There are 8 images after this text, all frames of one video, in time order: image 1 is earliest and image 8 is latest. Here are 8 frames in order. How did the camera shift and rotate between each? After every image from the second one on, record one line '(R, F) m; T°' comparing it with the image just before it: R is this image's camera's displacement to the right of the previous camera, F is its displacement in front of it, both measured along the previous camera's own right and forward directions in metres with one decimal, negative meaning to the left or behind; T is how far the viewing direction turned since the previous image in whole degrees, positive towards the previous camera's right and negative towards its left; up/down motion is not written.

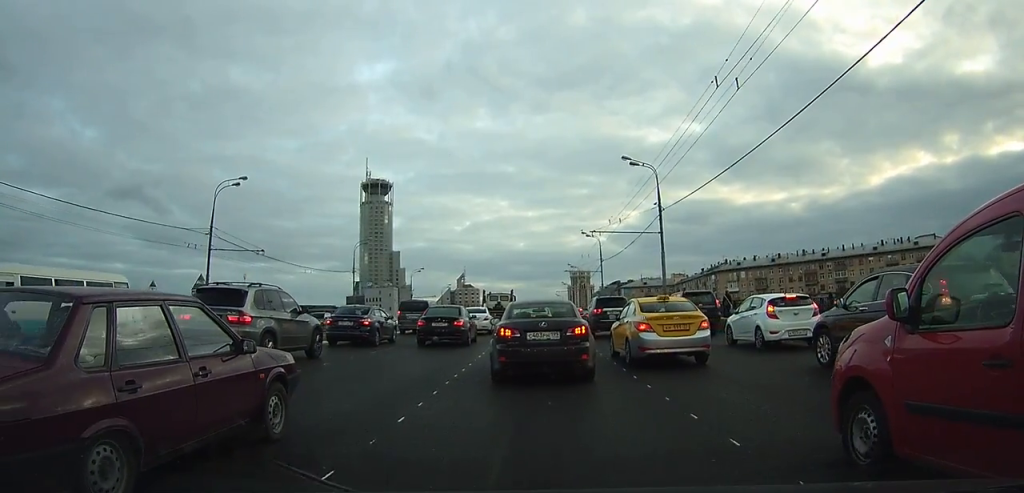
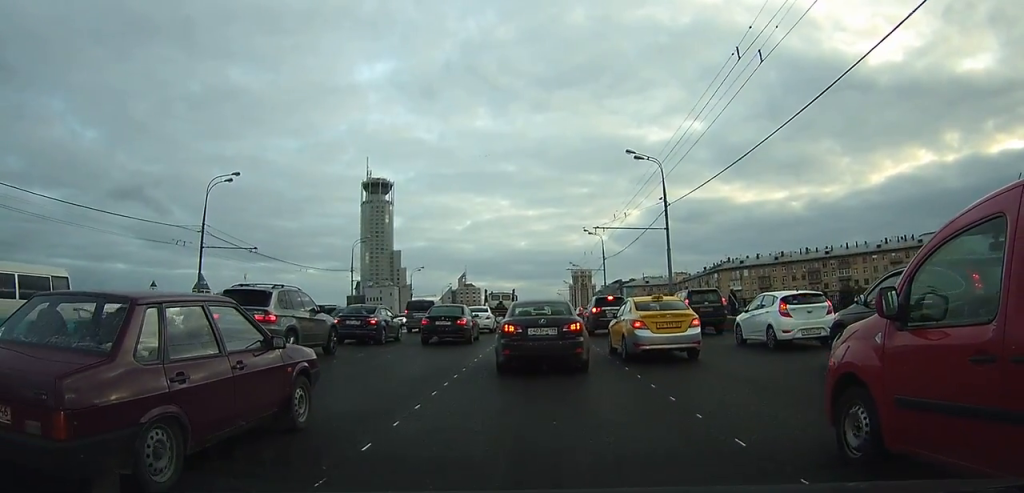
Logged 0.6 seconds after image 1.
(0.0, +1.6) m; +1°
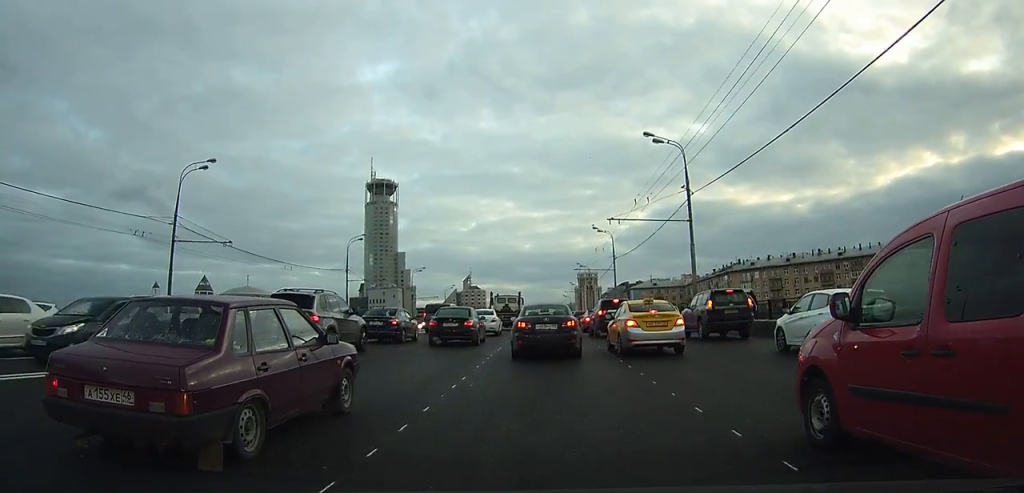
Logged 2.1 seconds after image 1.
(+0.1, +4.8) m; +1°
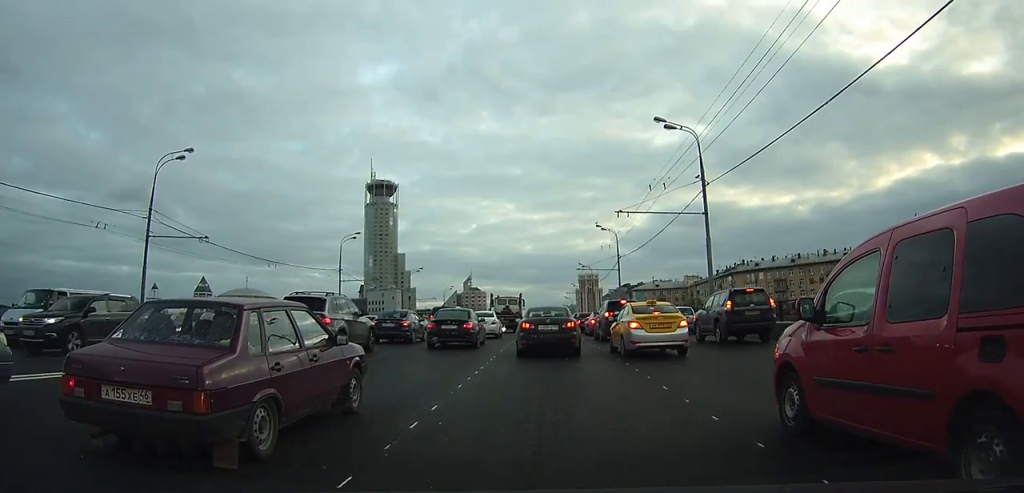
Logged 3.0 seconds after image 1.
(0.0, +3.2) m; -1°
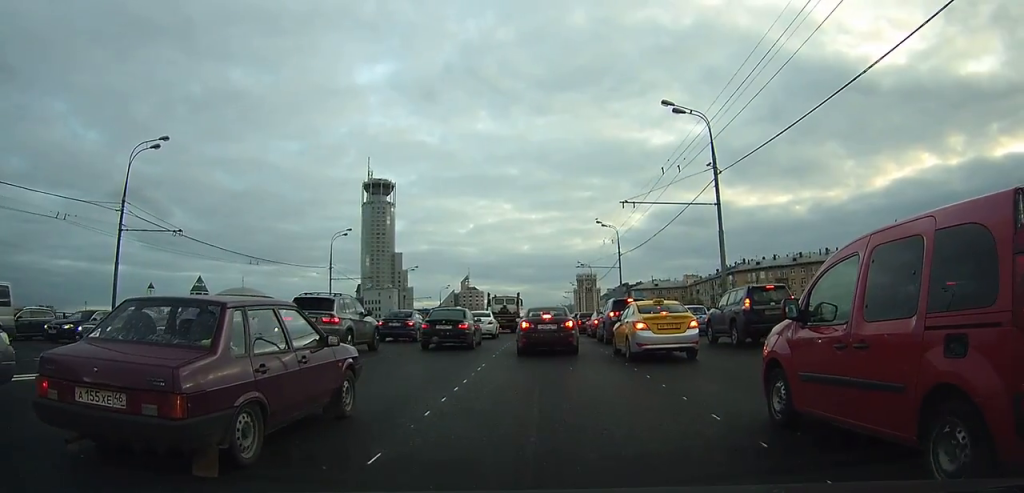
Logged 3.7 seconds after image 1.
(-0.1, +2.8) m; -1°
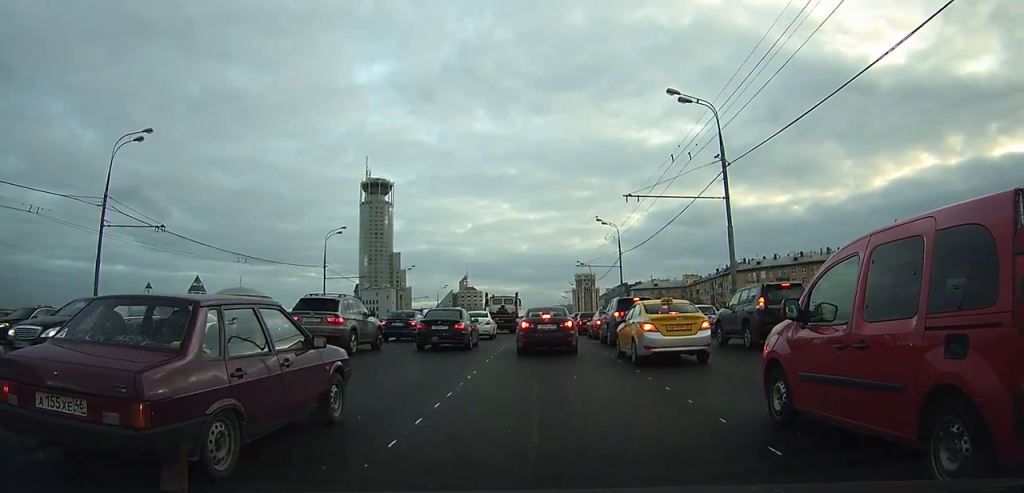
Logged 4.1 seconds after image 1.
(0.0, +1.7) m; 0°
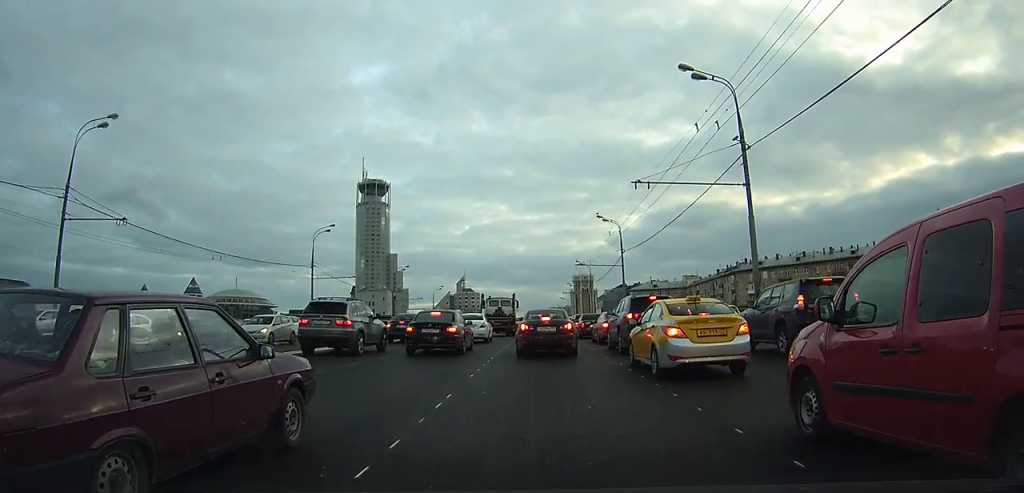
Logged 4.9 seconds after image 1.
(0.0, +3.2) m; 0°
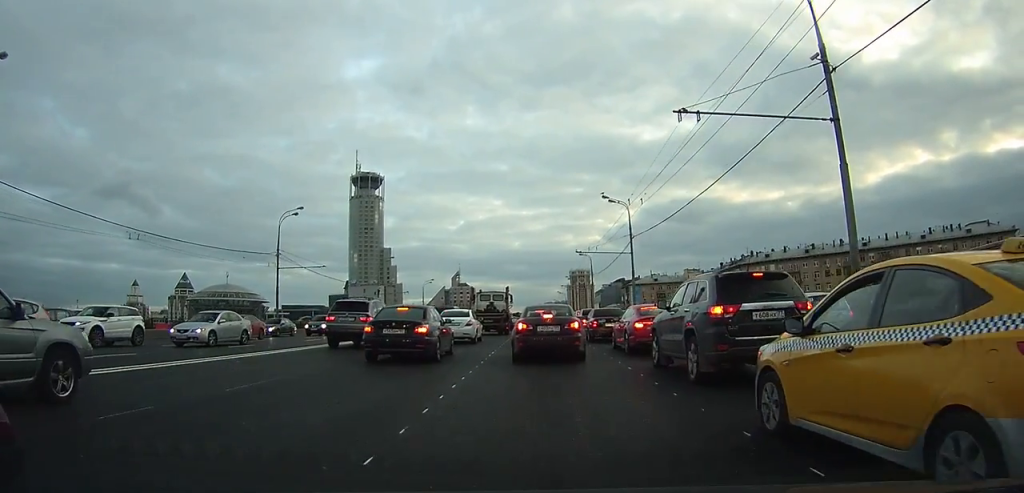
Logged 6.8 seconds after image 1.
(+0.1, +8.4) m; 0°
